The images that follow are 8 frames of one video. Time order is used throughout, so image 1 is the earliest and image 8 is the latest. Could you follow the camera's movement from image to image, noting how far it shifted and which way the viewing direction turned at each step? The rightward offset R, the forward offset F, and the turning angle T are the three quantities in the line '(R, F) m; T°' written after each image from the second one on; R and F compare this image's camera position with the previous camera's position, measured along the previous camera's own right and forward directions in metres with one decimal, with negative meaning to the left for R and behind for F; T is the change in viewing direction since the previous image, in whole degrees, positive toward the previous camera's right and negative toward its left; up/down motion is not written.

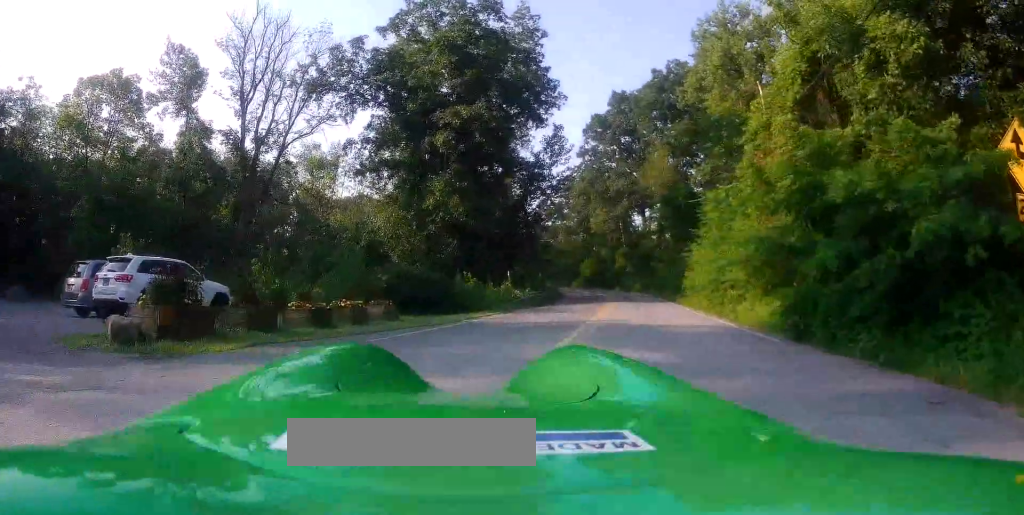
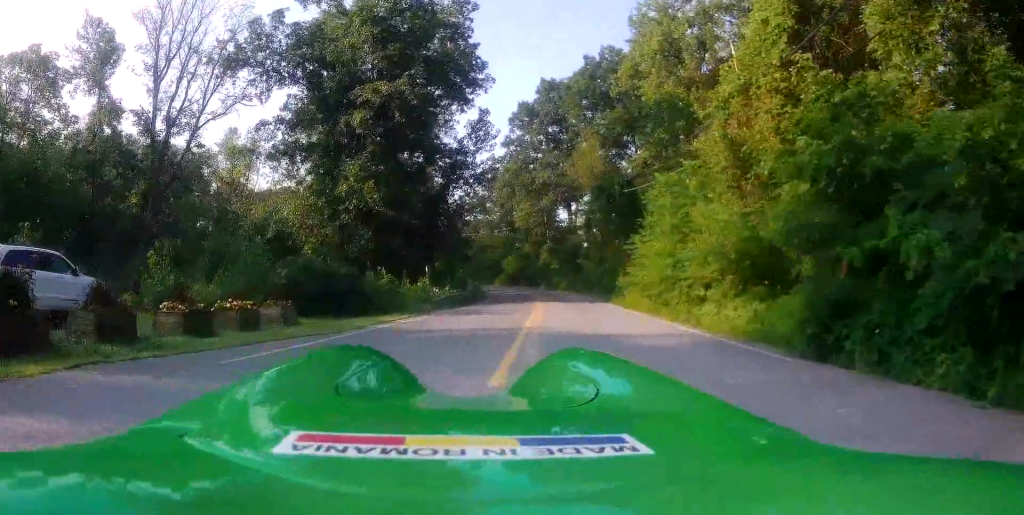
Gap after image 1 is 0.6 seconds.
(+0.1, +2.5) m; +6°
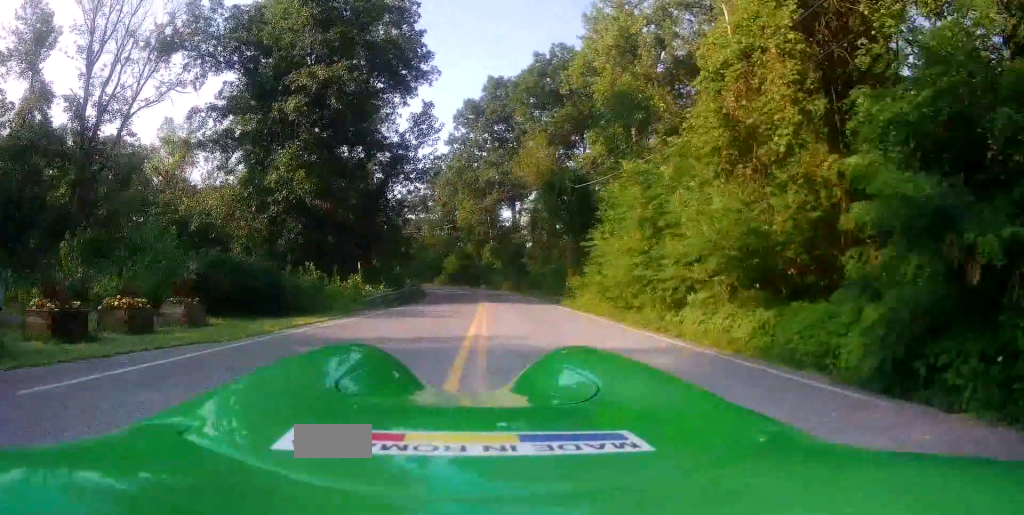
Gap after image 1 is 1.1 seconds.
(+0.2, +2.2) m; +6°
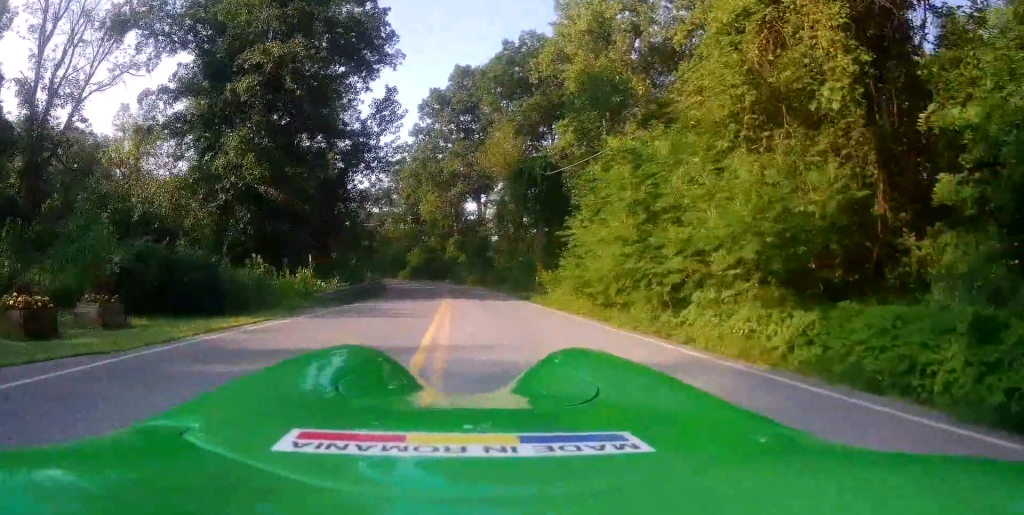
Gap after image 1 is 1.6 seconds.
(0.0, +1.9) m; +4°
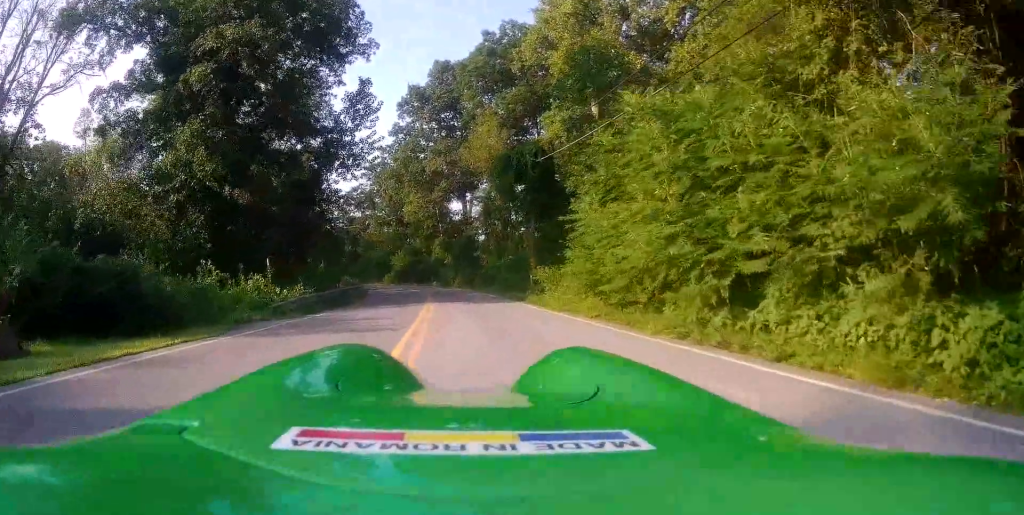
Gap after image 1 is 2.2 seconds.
(+0.2, +2.7) m; +4°
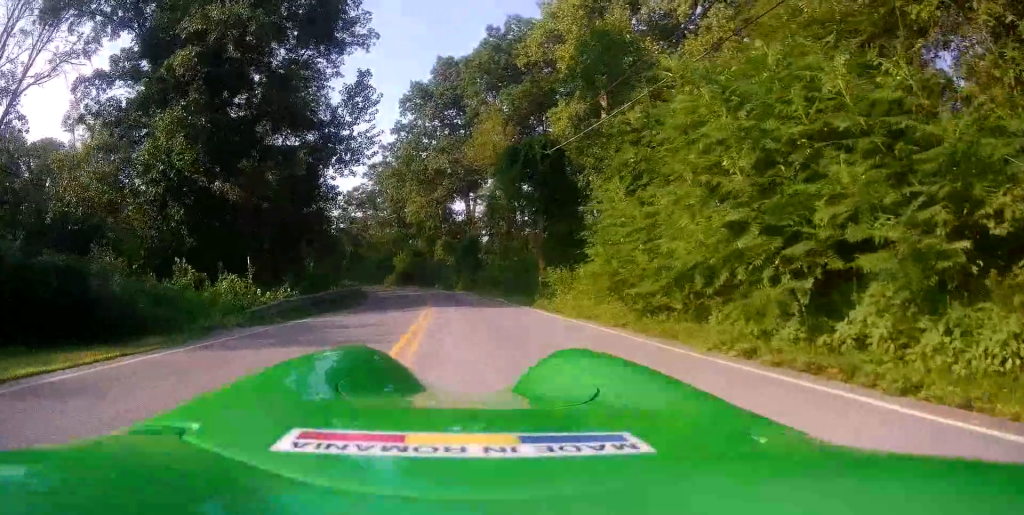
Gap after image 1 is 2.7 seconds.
(0.0, +1.7) m; +1°
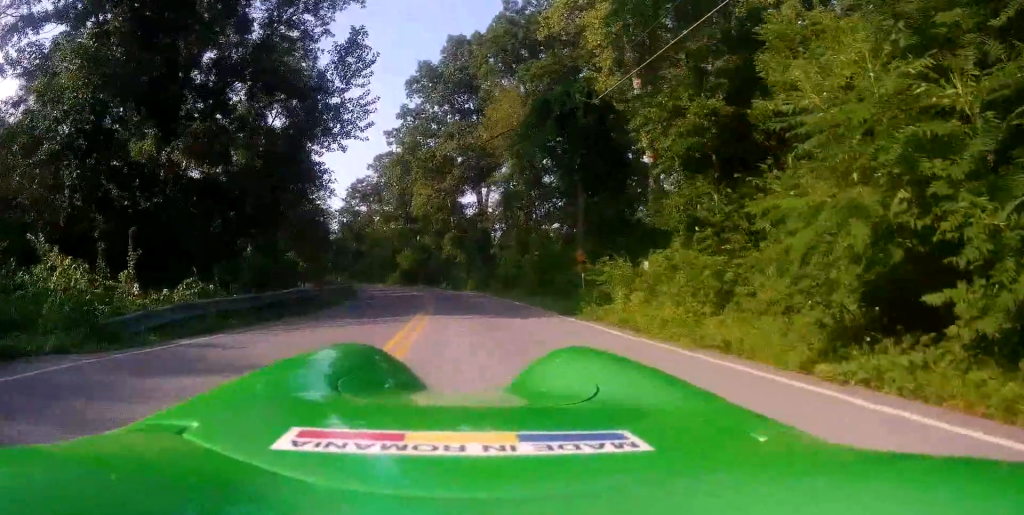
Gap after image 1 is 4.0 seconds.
(0.0, +5.8) m; -2°
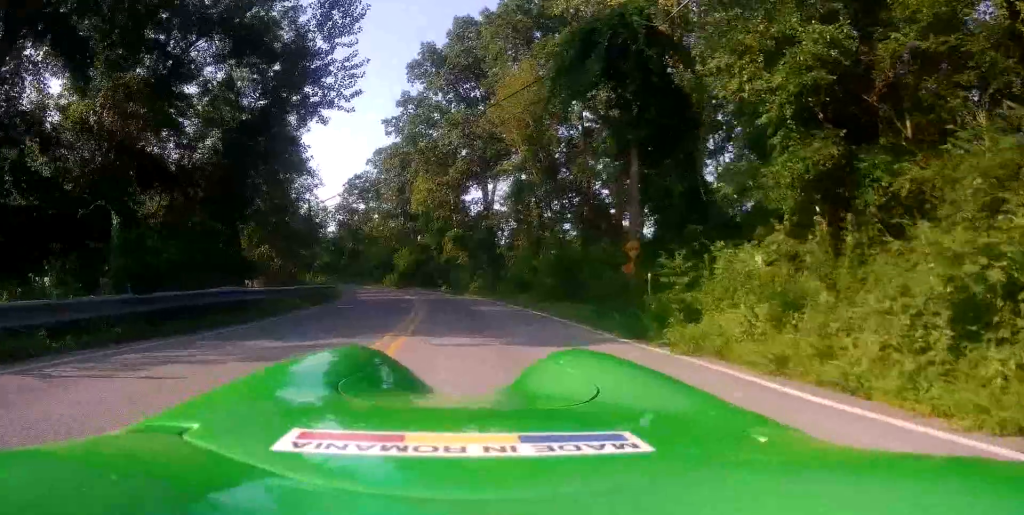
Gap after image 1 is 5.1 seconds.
(-0.3, +5.0) m; -1°
